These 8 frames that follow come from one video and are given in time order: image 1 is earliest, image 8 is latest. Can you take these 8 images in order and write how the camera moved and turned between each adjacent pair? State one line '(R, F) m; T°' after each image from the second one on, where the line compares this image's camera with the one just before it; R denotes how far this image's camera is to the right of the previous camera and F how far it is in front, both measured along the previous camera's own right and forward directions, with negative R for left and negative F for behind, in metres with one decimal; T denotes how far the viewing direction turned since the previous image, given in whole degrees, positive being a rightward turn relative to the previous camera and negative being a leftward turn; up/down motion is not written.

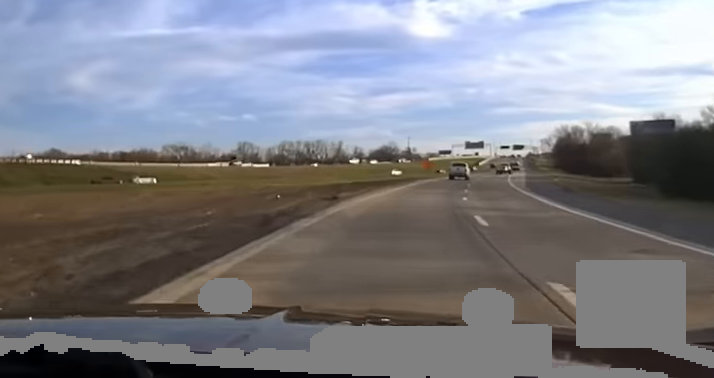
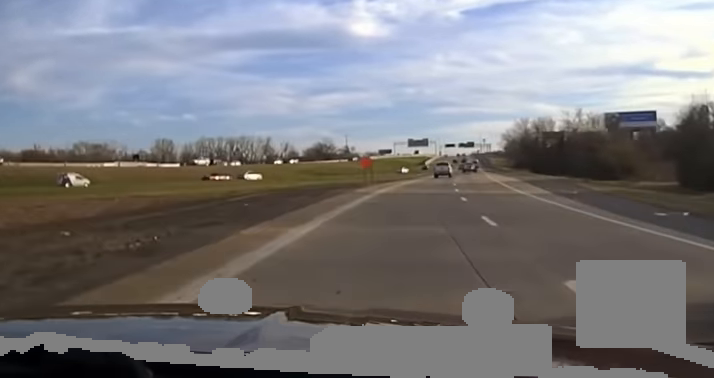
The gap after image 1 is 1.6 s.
(+1.5, +34.5) m; +5°
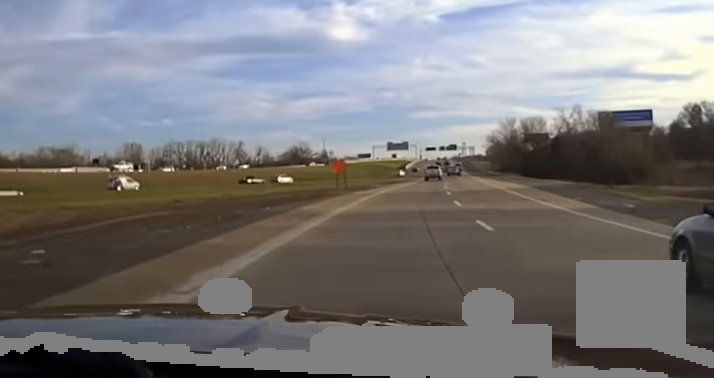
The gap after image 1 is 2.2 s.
(+0.1, +11.2) m; +1°
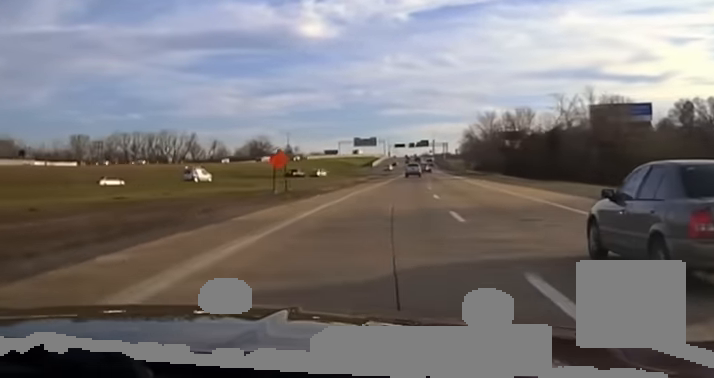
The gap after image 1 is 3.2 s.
(+0.4, +20.5) m; +2°
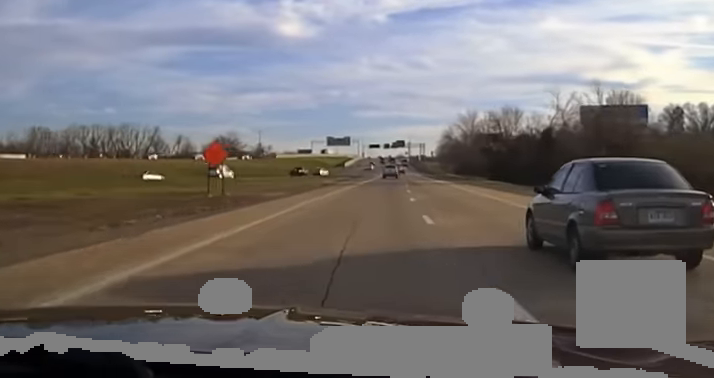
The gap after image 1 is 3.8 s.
(+0.2, +12.9) m; +1°
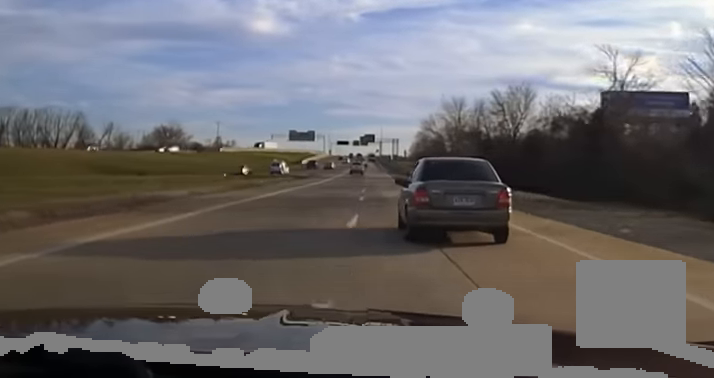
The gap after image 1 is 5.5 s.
(+0.9, +40.2) m; +1°
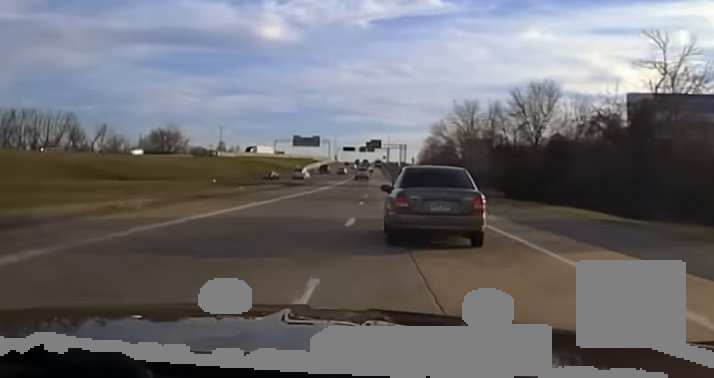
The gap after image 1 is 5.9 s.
(-0.1, +11.5) m; 0°
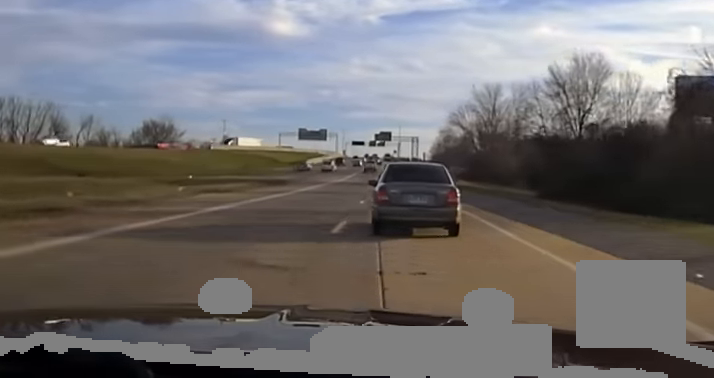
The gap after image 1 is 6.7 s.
(-0.1, +19.3) m; -1°
